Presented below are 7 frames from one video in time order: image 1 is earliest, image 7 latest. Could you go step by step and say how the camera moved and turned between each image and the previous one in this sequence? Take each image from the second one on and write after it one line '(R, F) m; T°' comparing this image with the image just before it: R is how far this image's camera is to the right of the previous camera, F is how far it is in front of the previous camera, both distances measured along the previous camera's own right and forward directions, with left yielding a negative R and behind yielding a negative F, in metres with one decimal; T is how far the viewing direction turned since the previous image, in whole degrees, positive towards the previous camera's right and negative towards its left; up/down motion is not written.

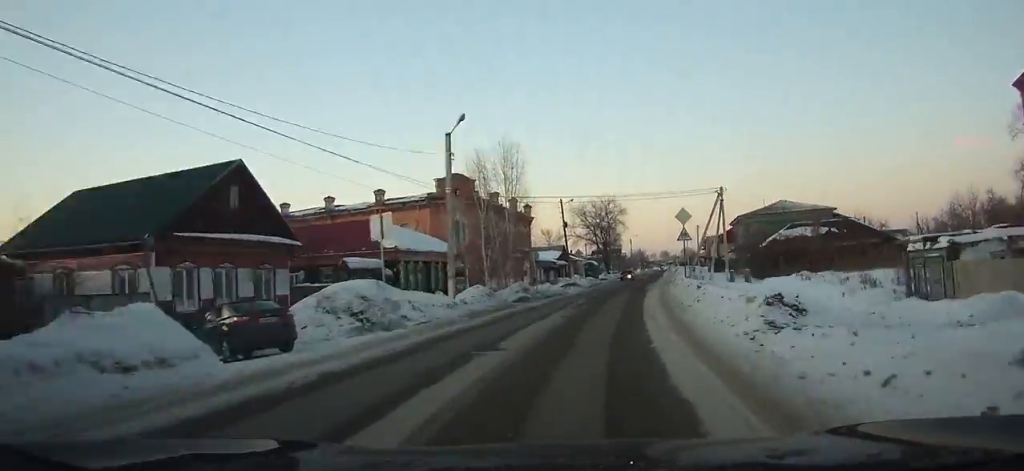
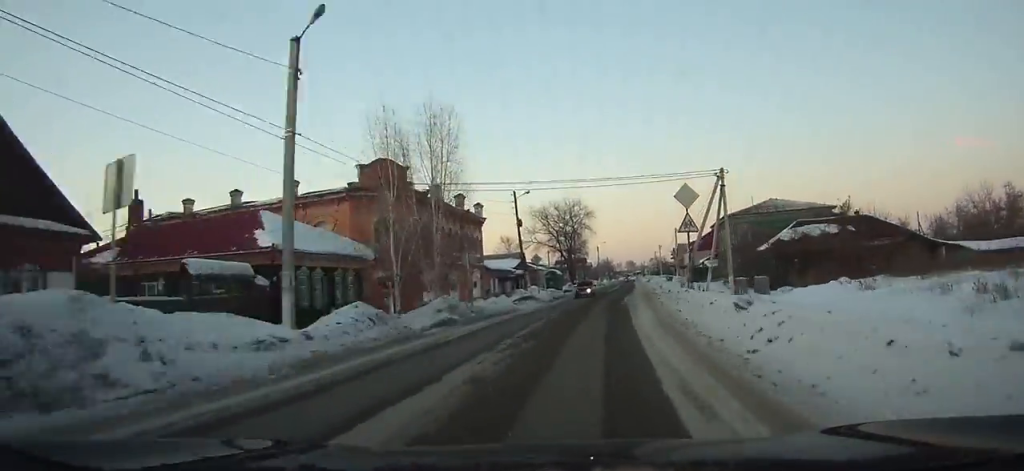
(+0.6, +10.8) m; +2°
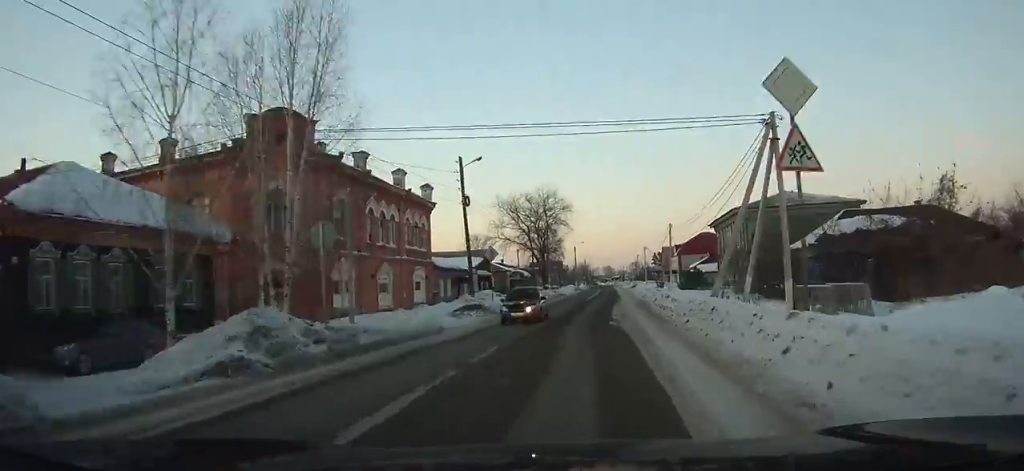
(+0.2, +11.7) m; +2°
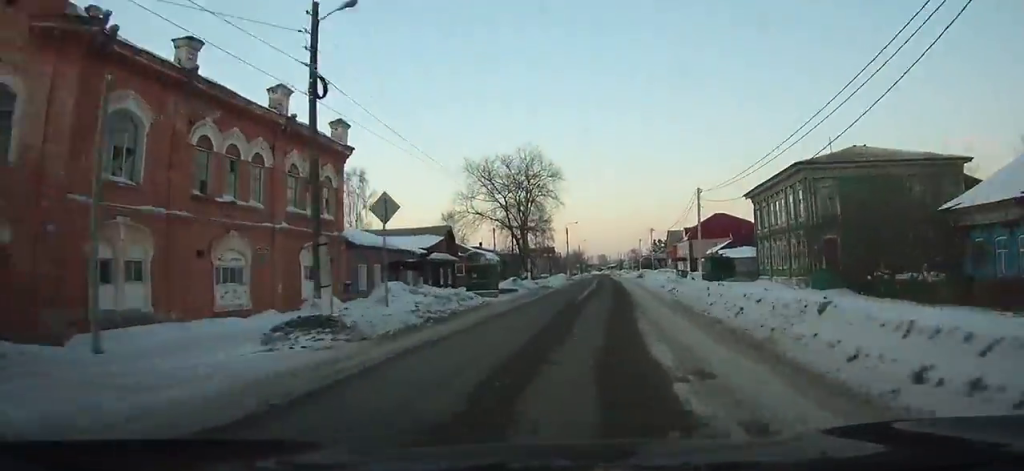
(+0.5, +17.8) m; +2°
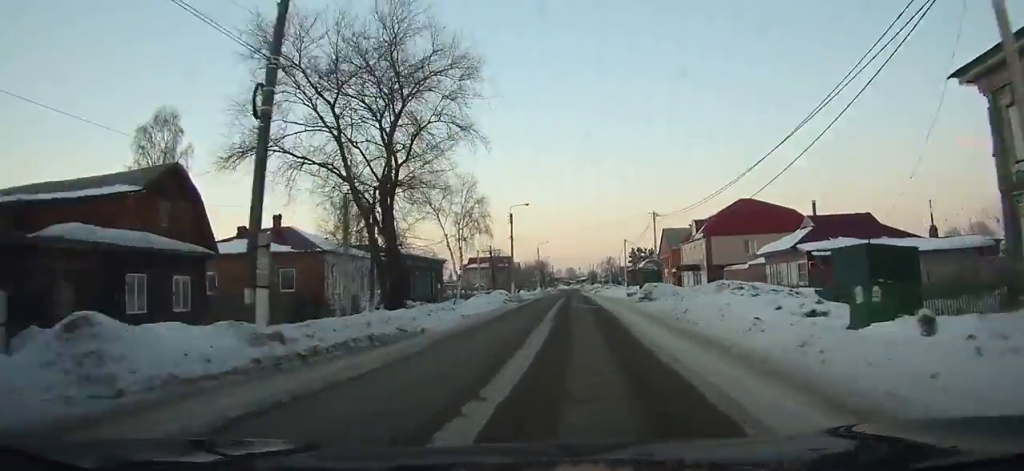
(+1.0, +35.6) m; +3°
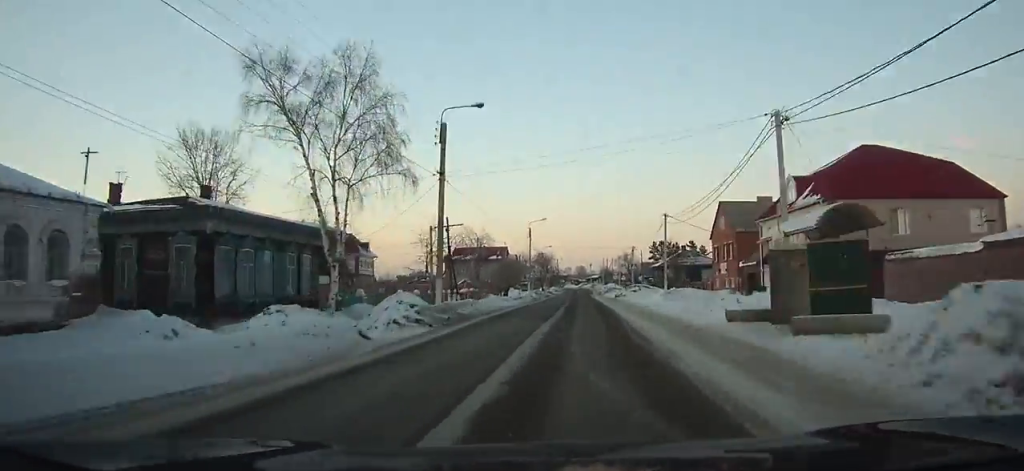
(+0.4, +28.8) m; +1°
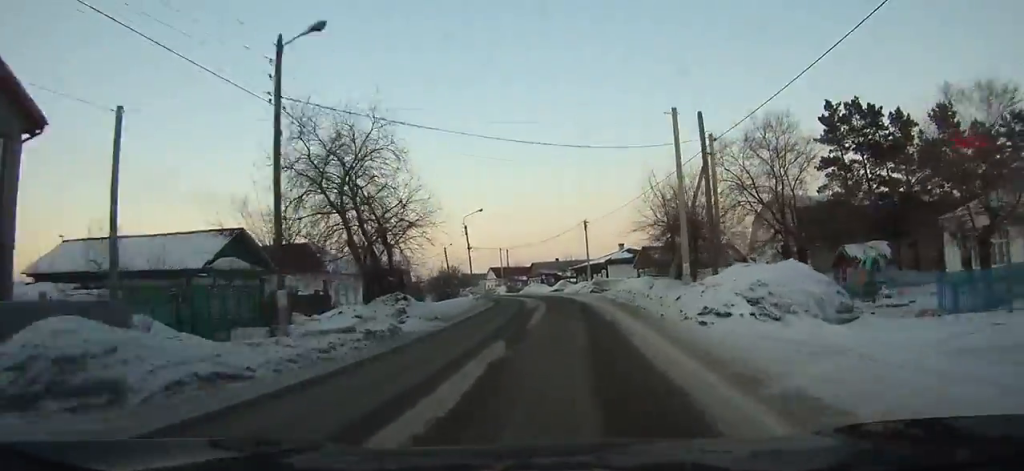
(-1.0, +119.1) m; -2°
